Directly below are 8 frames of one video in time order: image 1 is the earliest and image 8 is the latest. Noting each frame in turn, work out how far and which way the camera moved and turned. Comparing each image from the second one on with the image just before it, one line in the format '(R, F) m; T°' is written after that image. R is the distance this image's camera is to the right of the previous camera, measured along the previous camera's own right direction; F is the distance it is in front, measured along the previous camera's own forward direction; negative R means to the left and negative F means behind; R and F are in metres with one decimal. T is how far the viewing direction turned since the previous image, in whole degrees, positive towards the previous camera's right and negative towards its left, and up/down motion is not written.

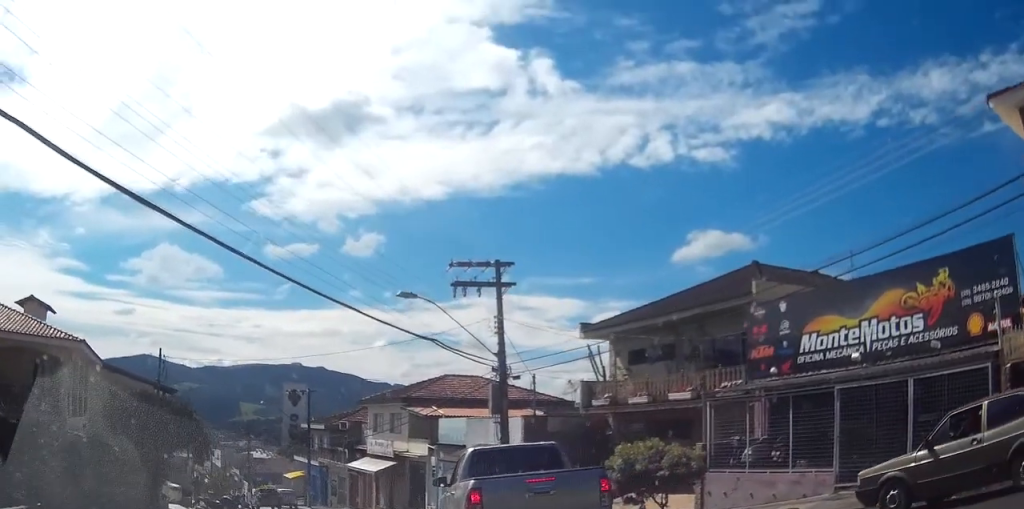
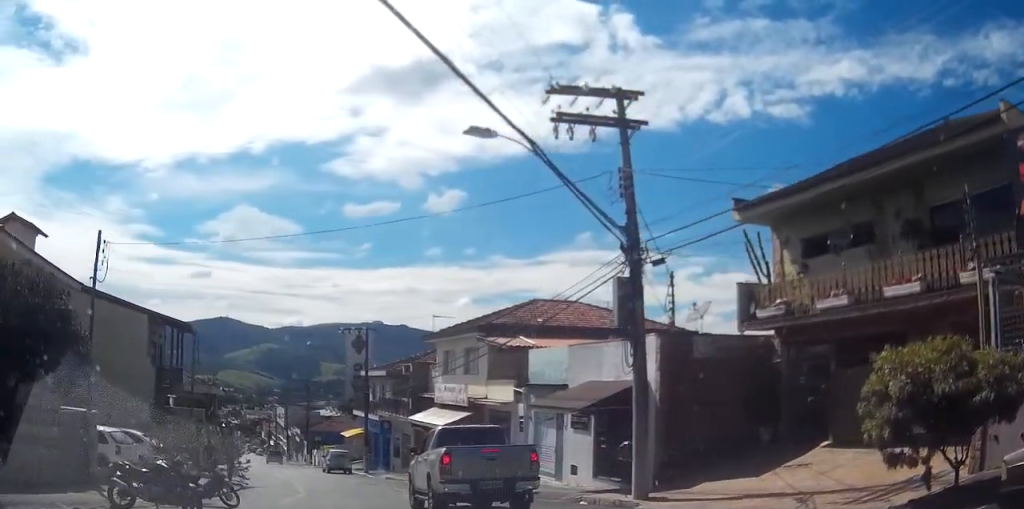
(-0.1, +10.0) m; -5°
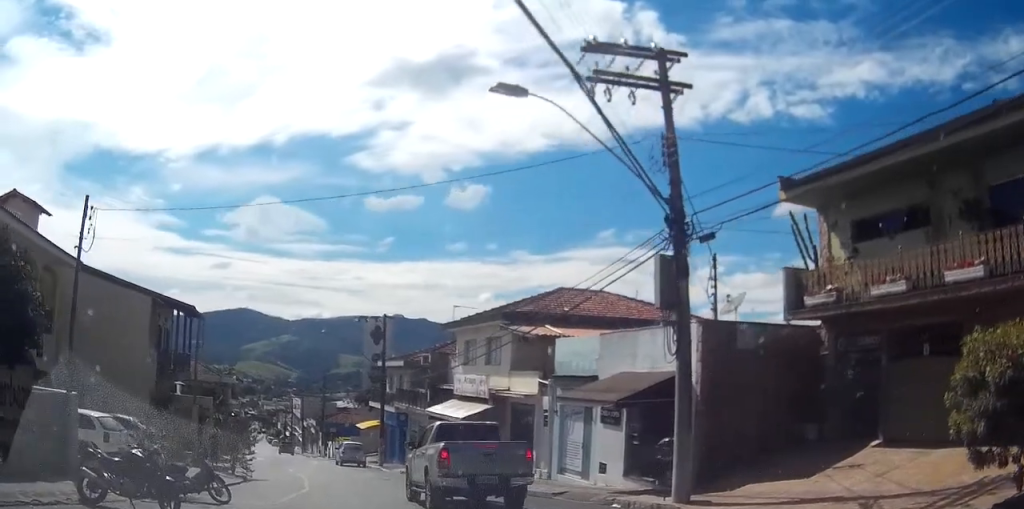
(0.0, +1.7) m; 0°
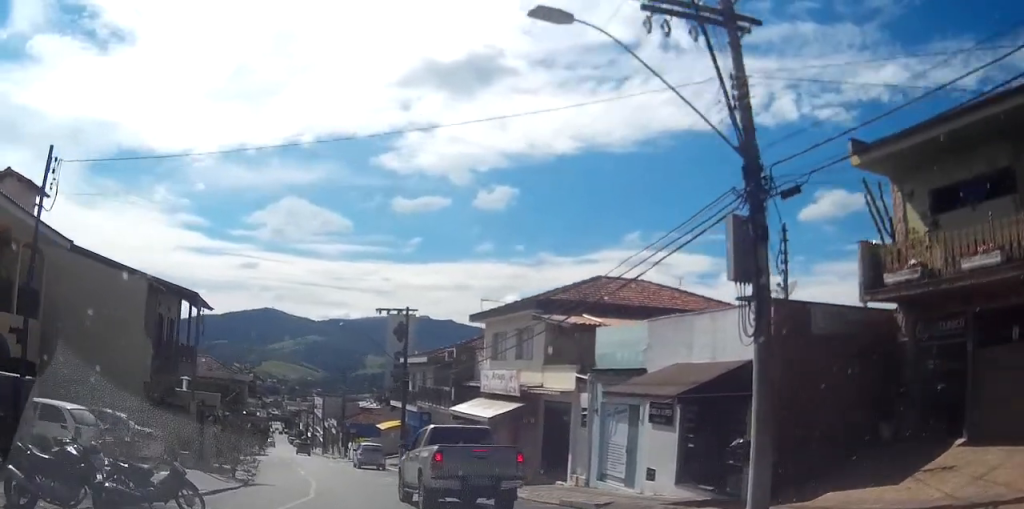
(0.0, +2.8) m; -1°
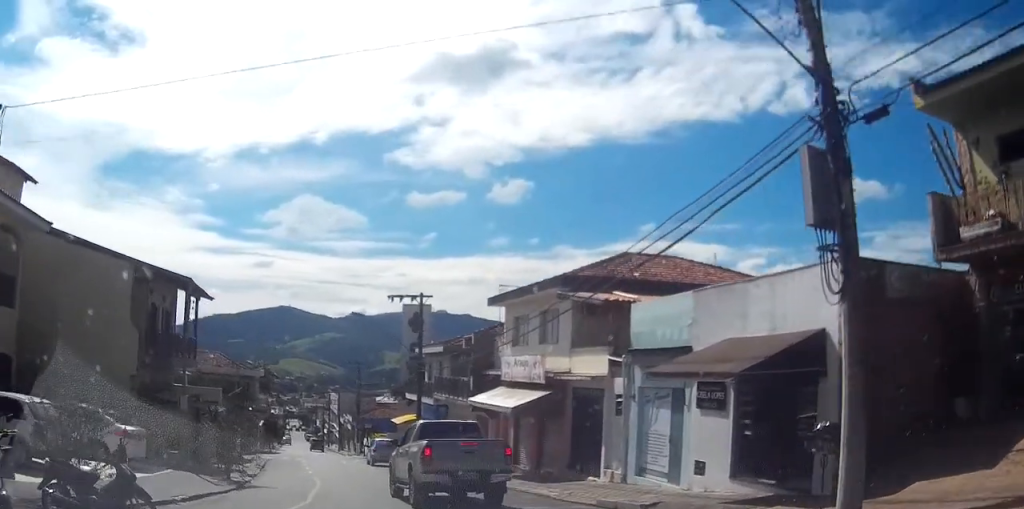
(0.0, +2.4) m; -1°
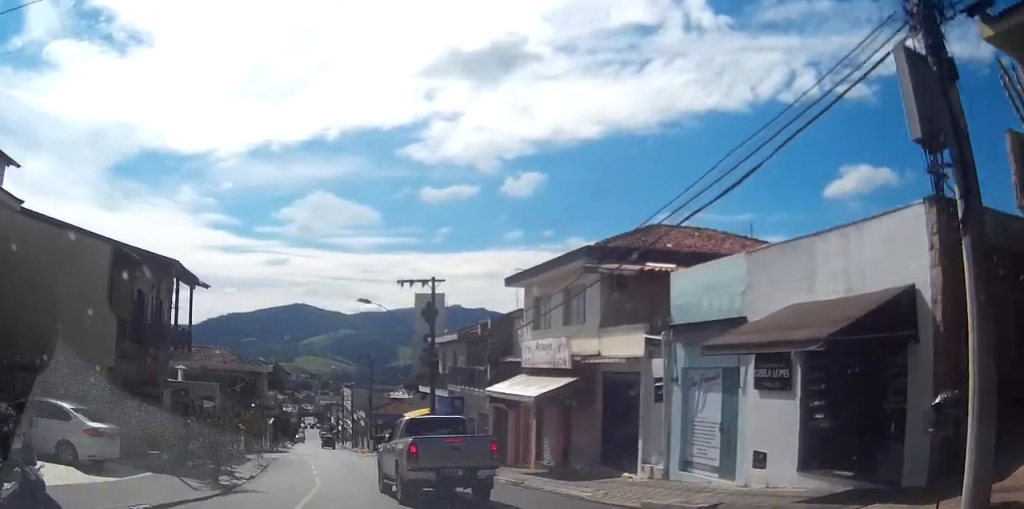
(0.0, +2.6) m; 0°
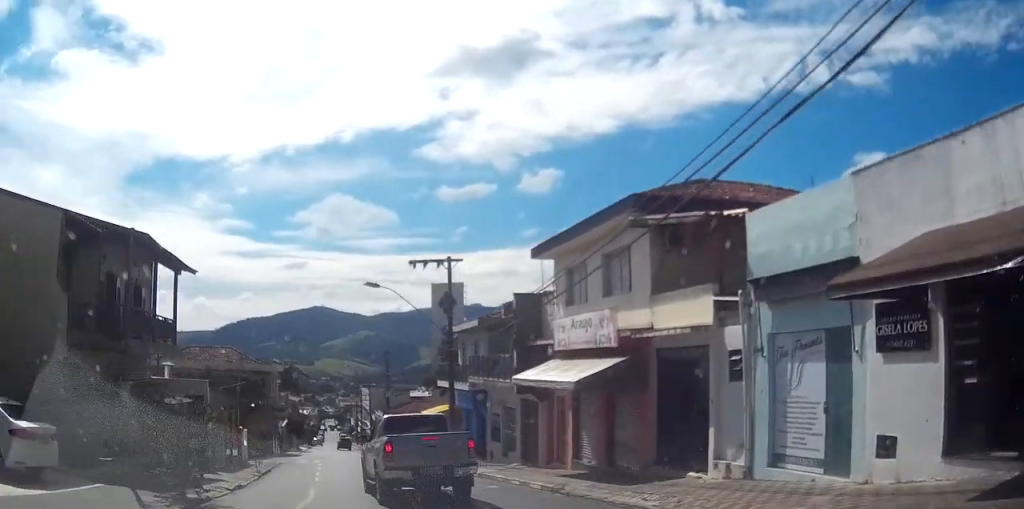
(0.0, +3.8) m; -2°
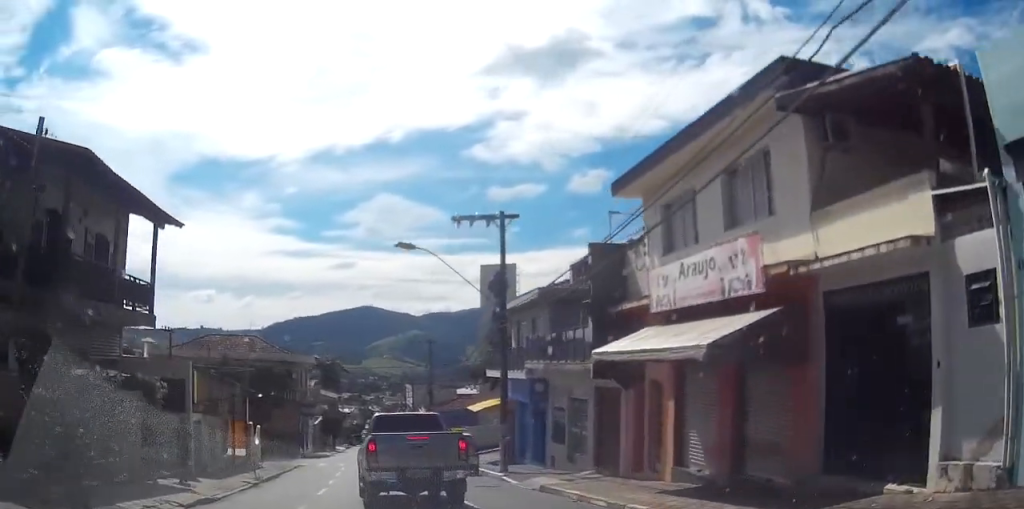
(-0.2, +6.2) m; -5°
